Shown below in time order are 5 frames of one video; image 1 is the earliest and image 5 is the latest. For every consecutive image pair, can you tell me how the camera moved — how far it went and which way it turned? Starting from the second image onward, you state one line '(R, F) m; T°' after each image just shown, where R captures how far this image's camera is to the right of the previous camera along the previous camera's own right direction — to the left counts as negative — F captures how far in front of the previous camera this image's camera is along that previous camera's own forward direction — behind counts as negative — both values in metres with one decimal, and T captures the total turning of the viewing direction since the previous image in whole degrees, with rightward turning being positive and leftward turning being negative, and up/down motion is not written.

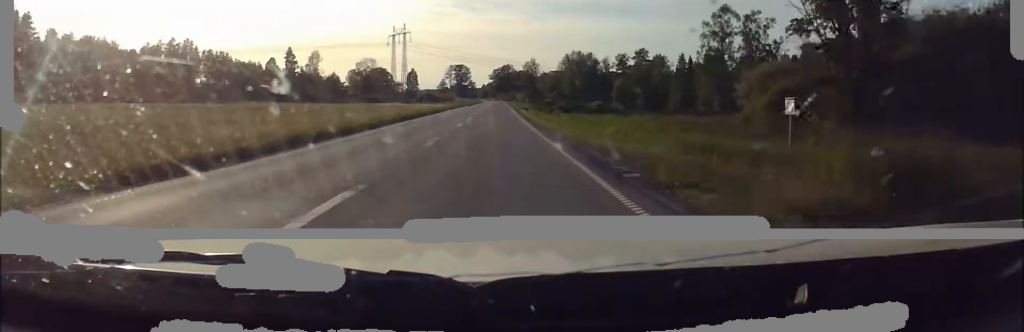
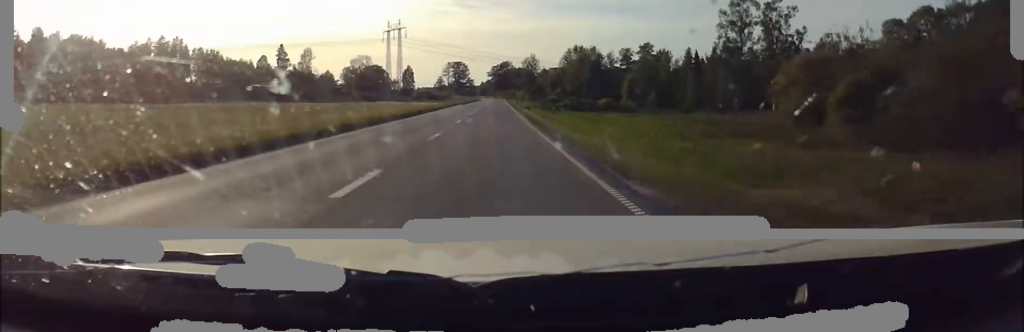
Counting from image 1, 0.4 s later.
(0.0, +9.4) m; 0°
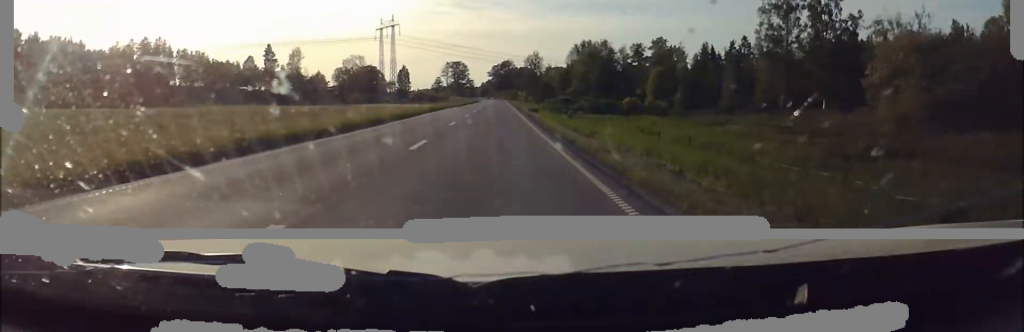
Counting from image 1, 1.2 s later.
(0.0, +16.7) m; 0°
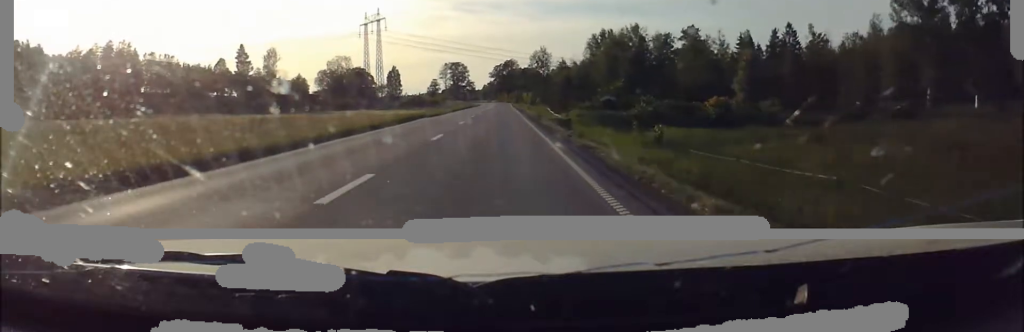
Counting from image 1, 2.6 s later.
(0.0, +31.2) m; 0°
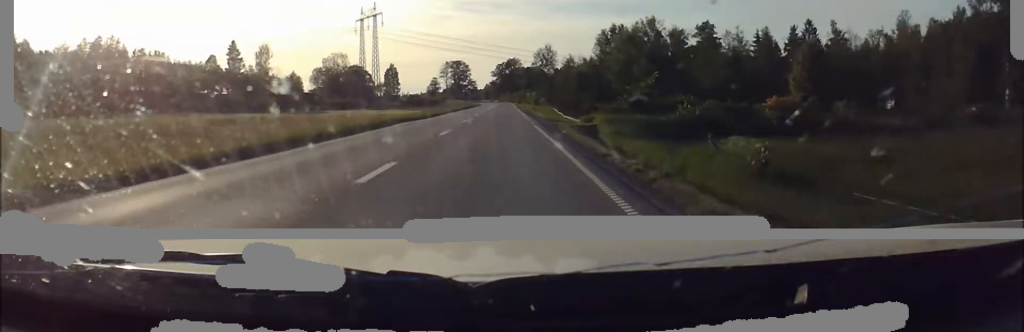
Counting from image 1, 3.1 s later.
(0.0, +10.2) m; 0°
